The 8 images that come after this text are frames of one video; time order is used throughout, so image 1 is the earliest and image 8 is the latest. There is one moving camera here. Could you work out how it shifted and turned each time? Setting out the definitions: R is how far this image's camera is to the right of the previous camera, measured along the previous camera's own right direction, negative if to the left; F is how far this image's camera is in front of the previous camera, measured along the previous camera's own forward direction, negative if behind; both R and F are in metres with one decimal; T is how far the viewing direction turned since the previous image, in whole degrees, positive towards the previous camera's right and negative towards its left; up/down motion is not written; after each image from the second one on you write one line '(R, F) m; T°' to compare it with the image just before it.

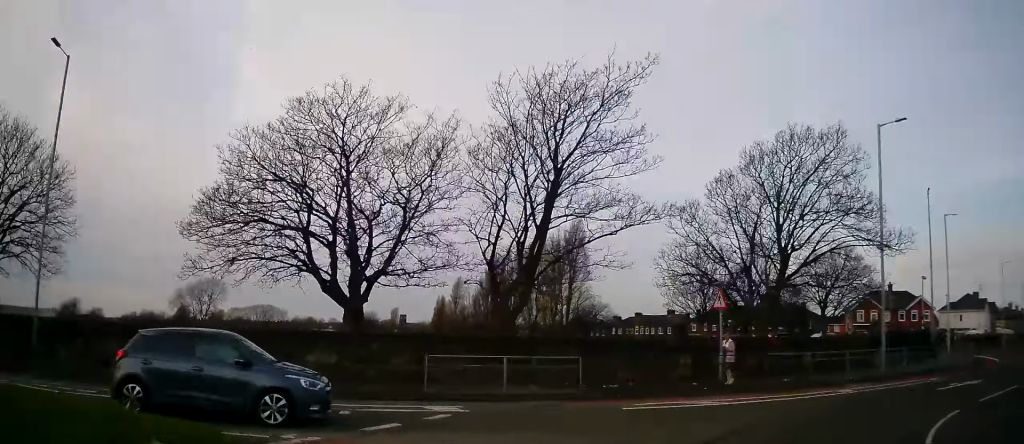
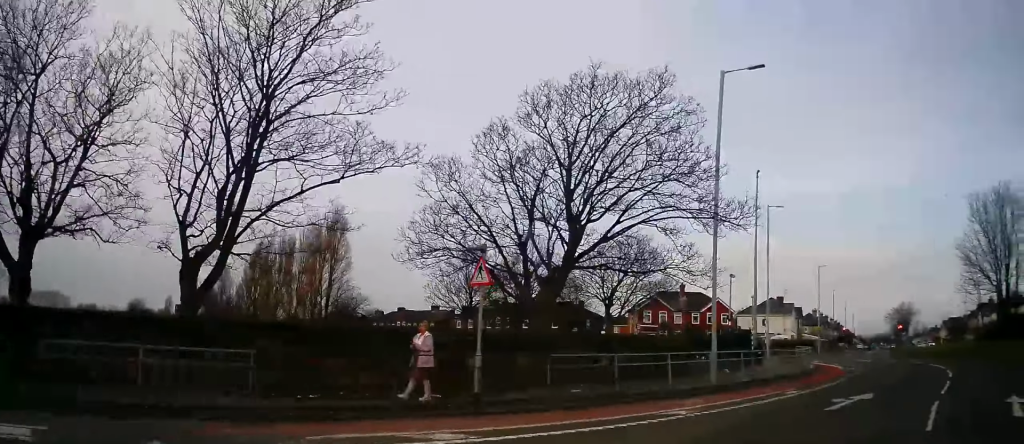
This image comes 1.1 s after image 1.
(+0.7, +5.9) m; +20°
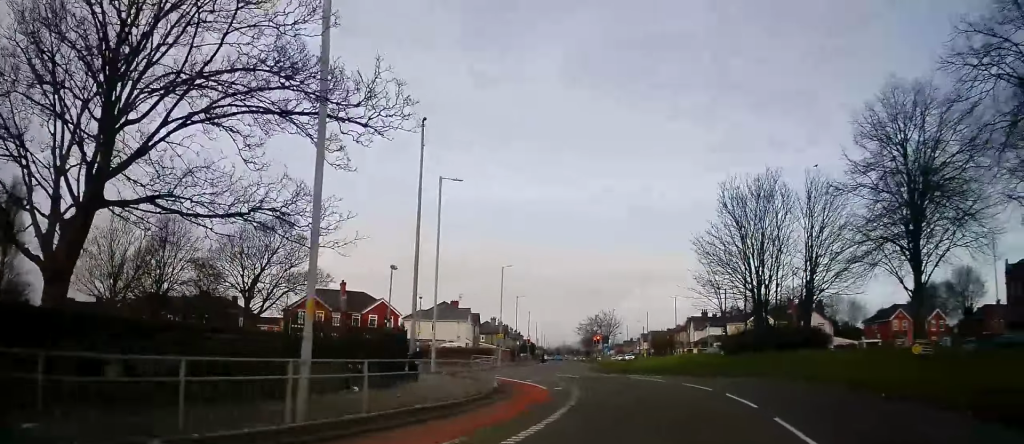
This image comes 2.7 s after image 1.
(+2.4, +8.3) m; +29°
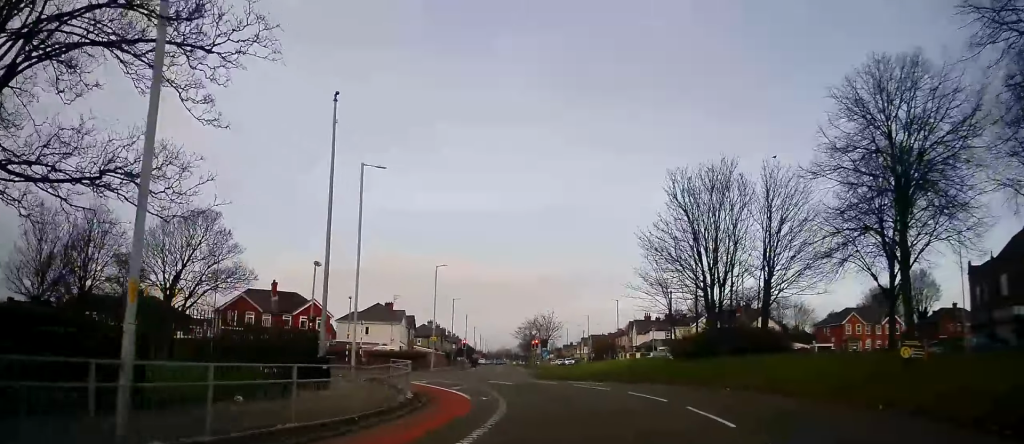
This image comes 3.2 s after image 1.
(+0.3, +2.8) m; +5°
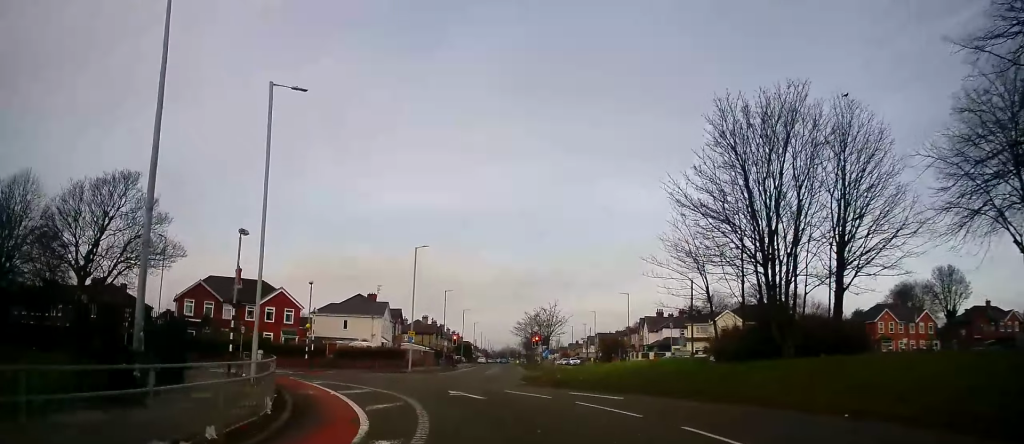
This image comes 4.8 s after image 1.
(+1.0, +9.1) m; +4°
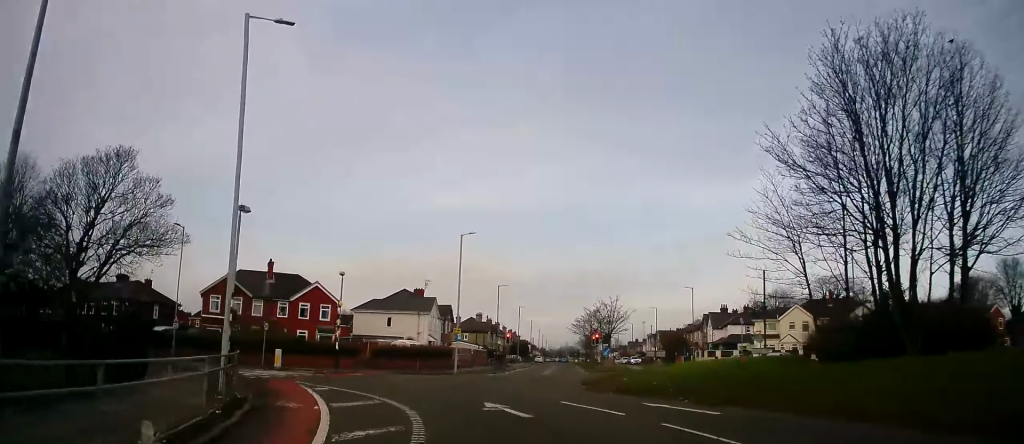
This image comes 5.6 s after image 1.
(-0.2, +5.0) m; -3°
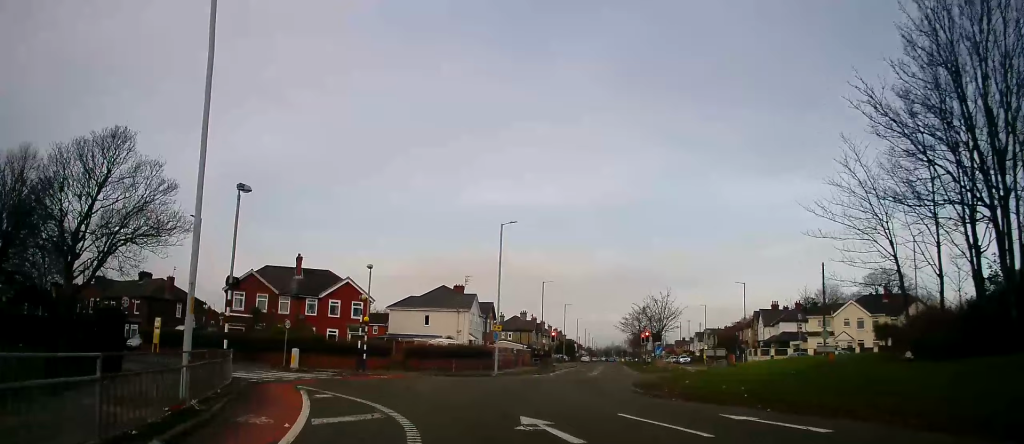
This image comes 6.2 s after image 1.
(0.0, +3.6) m; -4°
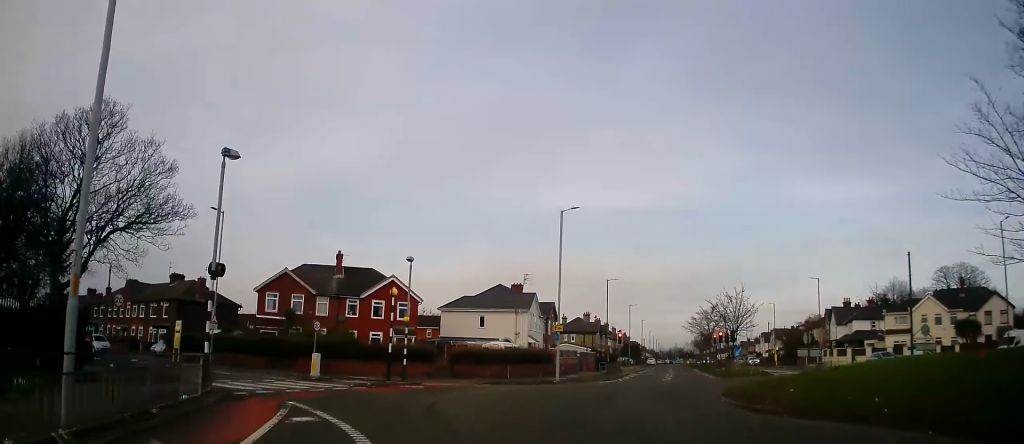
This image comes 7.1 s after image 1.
(-0.1, +5.1) m; -6°
